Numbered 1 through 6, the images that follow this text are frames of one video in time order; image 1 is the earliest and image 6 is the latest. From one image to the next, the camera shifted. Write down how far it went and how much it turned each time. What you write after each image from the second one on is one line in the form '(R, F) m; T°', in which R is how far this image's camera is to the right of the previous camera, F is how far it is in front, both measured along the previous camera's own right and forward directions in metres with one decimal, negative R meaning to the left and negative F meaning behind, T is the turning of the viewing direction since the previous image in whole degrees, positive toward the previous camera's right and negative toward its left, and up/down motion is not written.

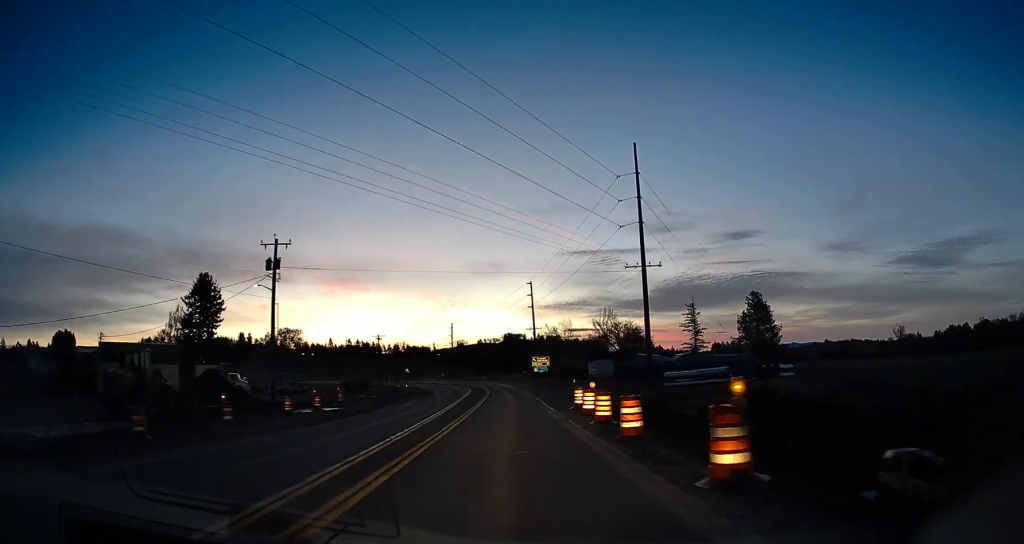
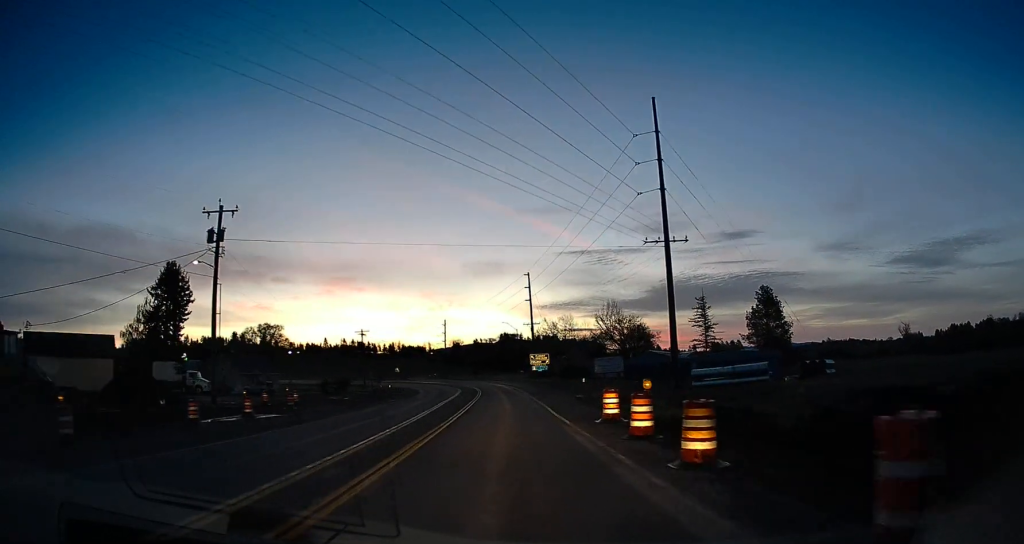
(+0.1, +10.3) m; 0°
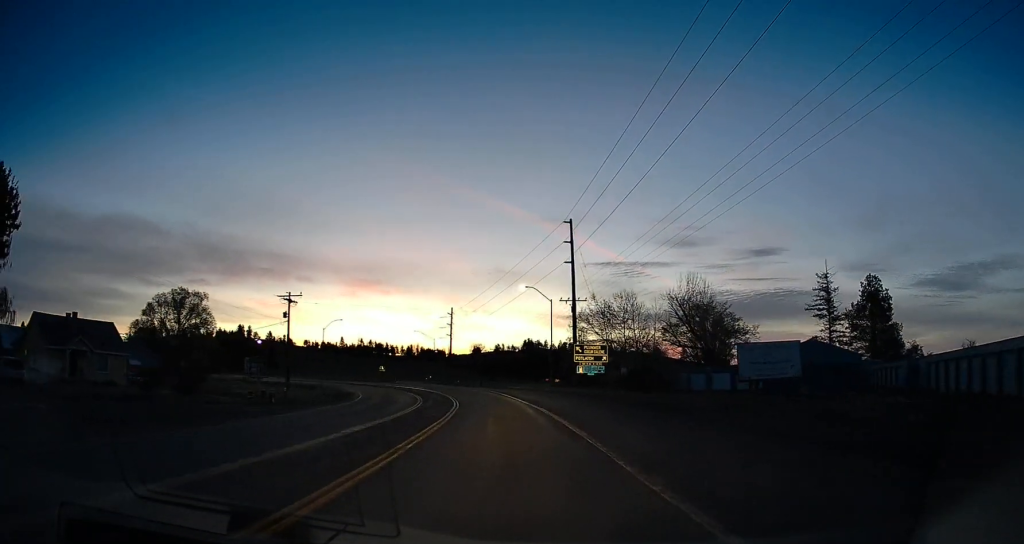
(-0.6, +45.4) m; 0°
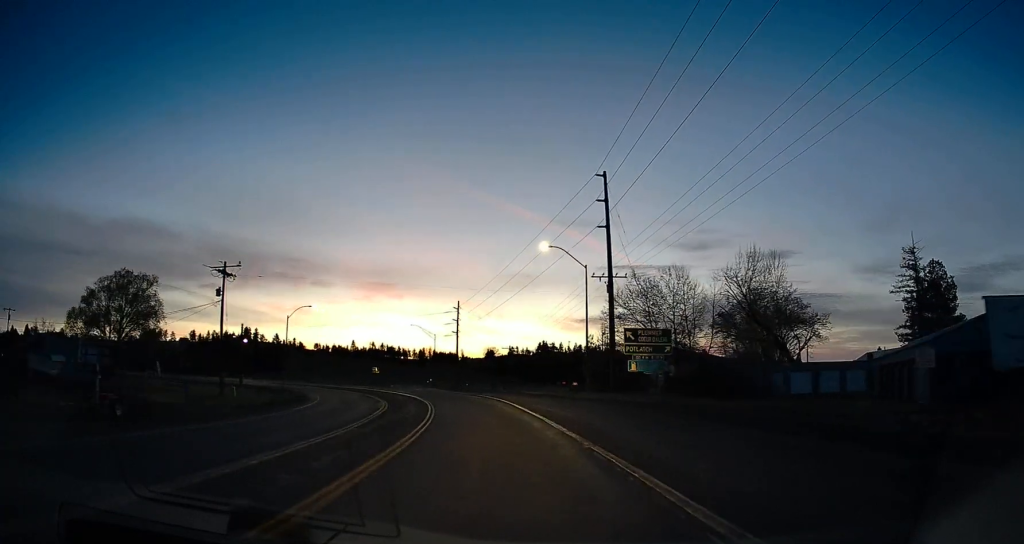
(+0.5, +18.7) m; 0°
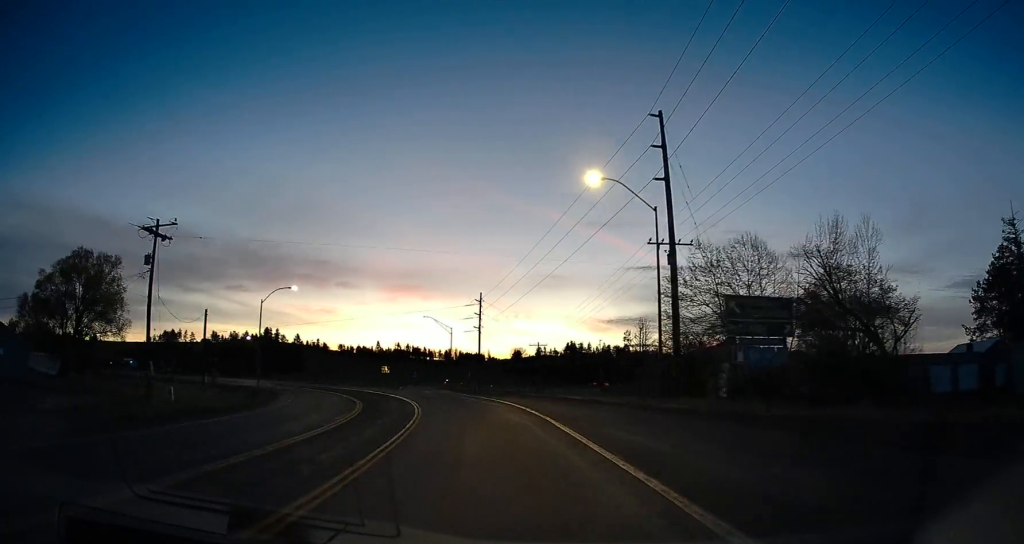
(-0.3, +13.8) m; -2°
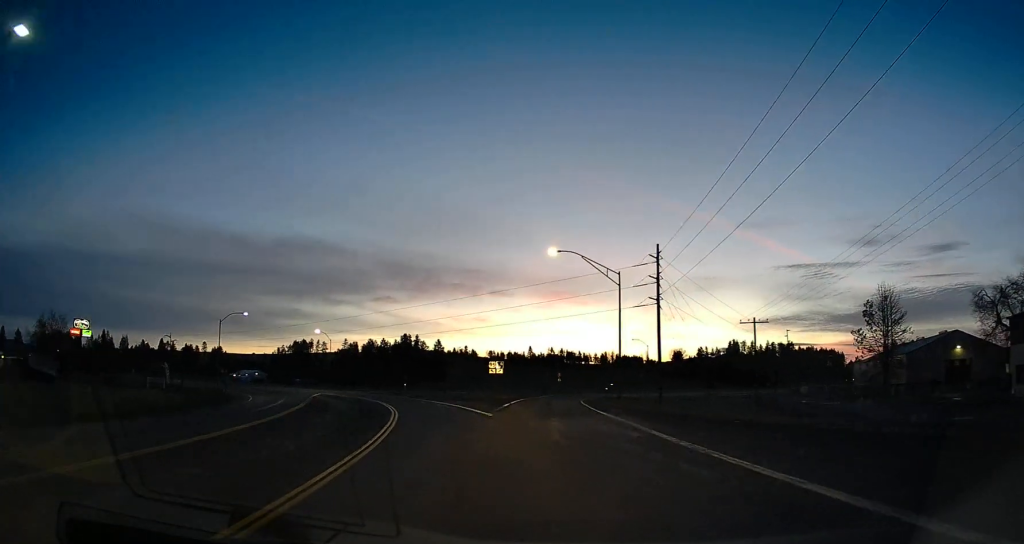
(-3.2, +44.9) m; -8°
